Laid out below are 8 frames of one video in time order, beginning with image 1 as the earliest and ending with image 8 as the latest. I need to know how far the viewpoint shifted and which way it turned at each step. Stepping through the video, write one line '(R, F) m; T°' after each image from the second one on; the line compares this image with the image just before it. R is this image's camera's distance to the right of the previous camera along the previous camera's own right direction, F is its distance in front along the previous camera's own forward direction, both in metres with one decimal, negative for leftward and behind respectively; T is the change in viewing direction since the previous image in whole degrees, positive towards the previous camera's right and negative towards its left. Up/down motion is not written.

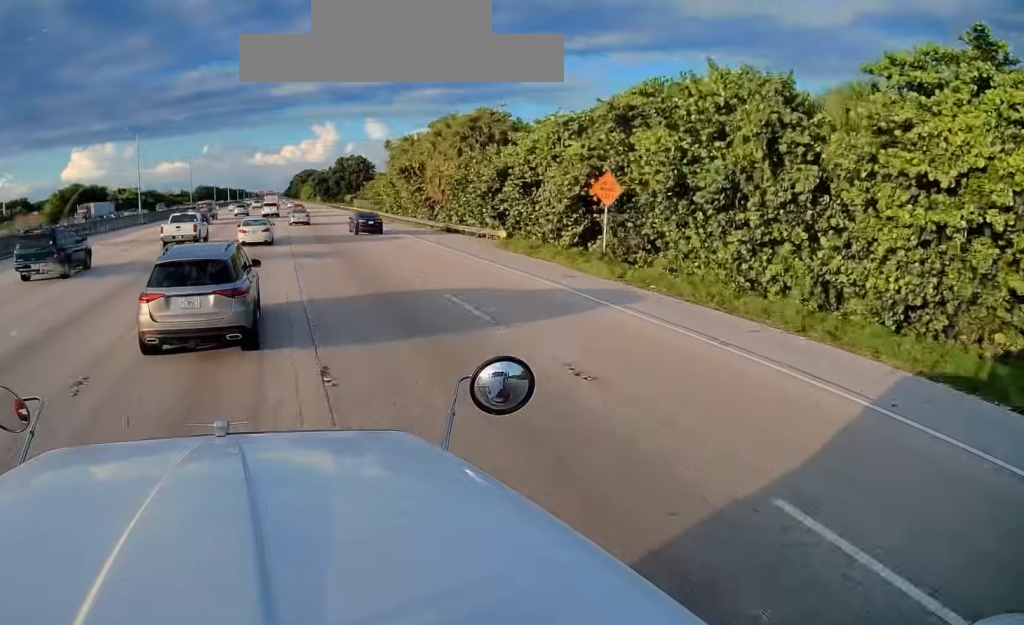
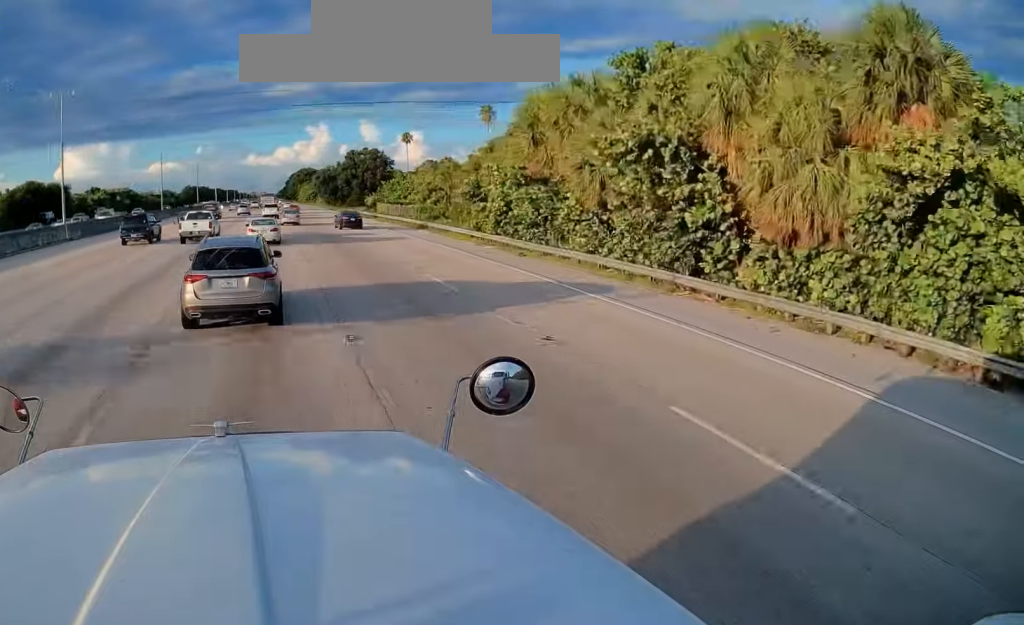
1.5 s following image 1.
(-0.3, +33.3) m; 0°
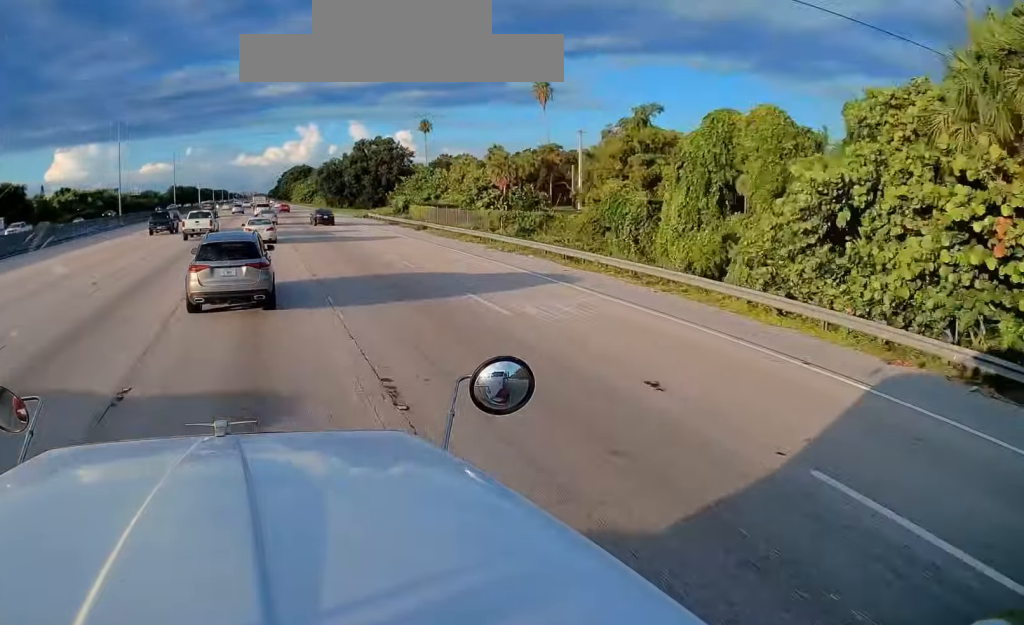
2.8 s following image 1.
(+0.3, +28.0) m; +1°
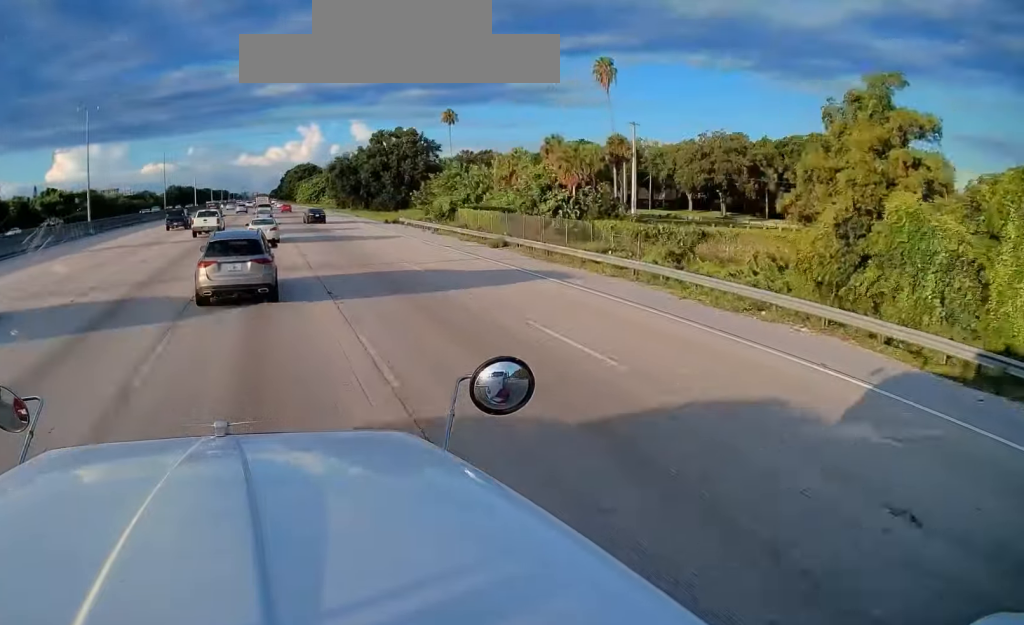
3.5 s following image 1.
(0.0, +16.3) m; +1°
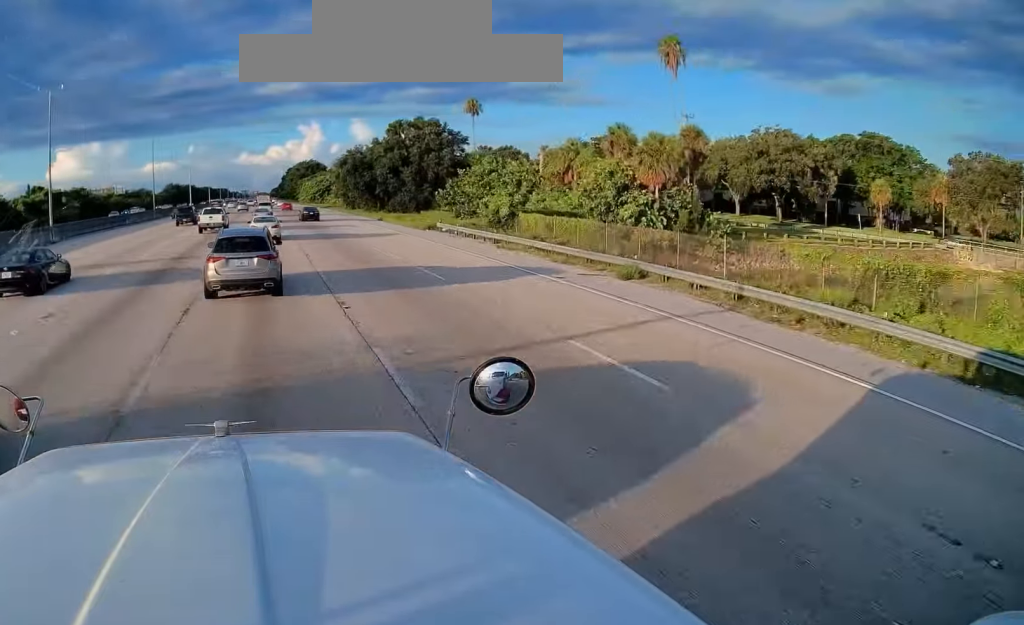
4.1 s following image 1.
(-0.1, +13.3) m; +1°
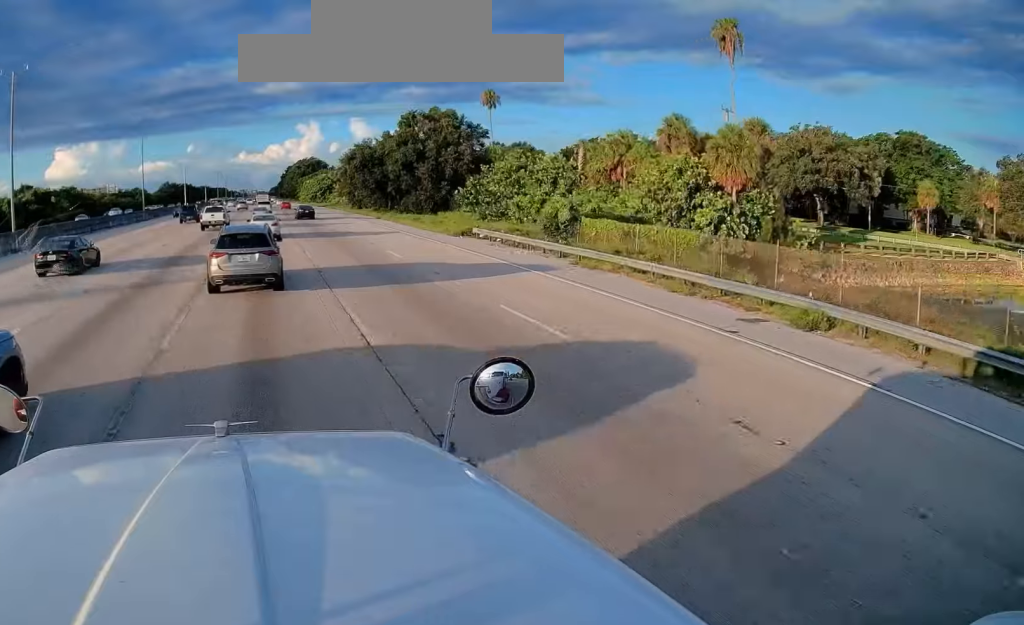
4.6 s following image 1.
(+0.2, +9.6) m; 0°
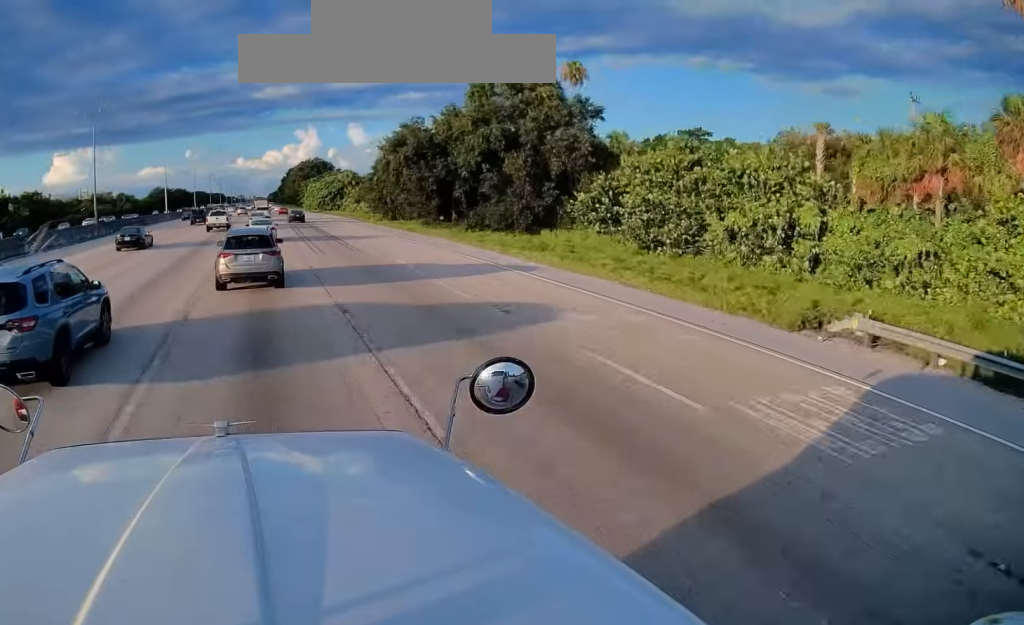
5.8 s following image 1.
(+0.1, +28.1) m; -1°
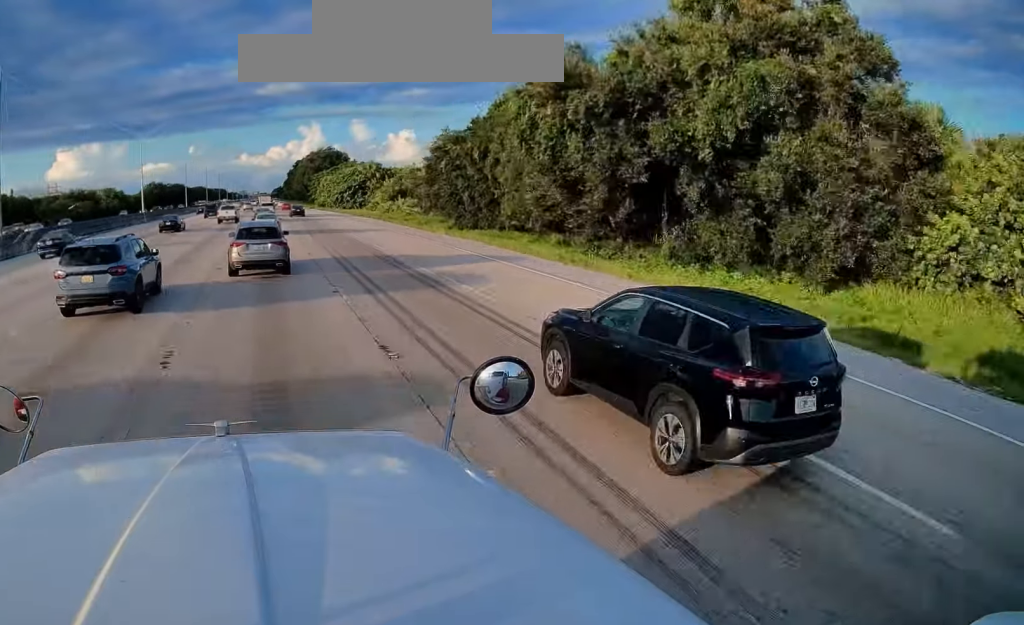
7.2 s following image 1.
(-0.4, +29.6) m; 0°
